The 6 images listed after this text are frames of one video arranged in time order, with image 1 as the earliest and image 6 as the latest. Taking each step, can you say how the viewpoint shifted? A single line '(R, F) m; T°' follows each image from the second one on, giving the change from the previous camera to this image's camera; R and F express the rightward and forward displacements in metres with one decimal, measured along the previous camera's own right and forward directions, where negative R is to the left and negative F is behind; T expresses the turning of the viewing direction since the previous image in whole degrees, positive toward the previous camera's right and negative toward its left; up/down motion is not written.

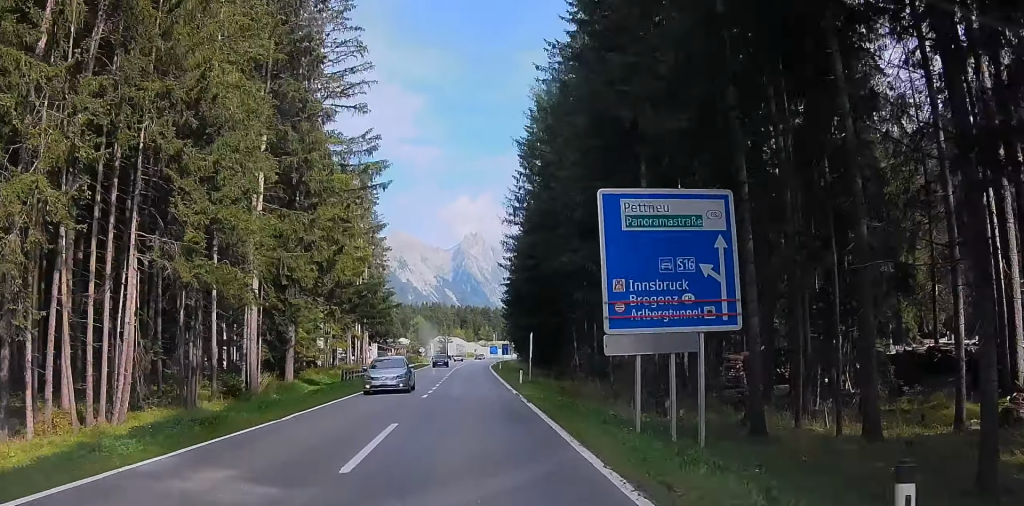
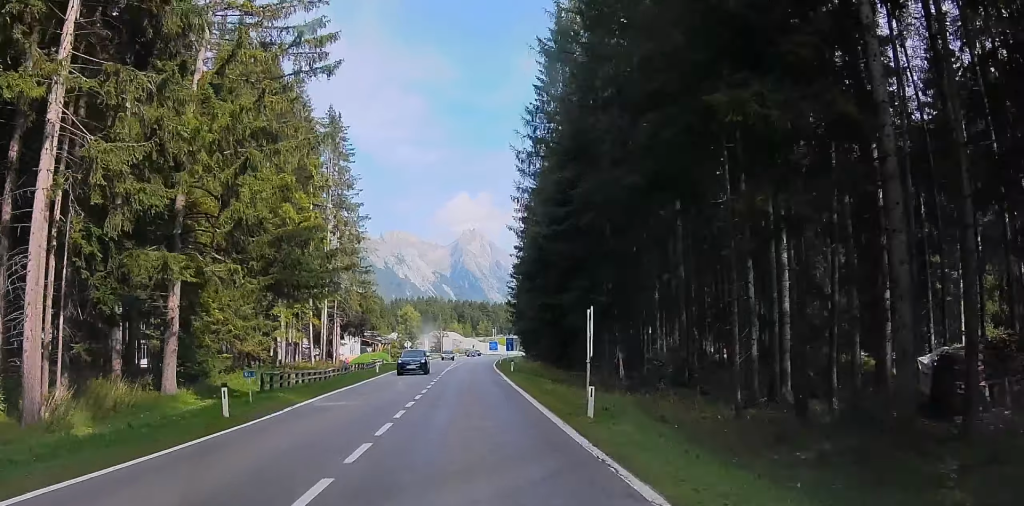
(-0.4, +21.8) m; +2°
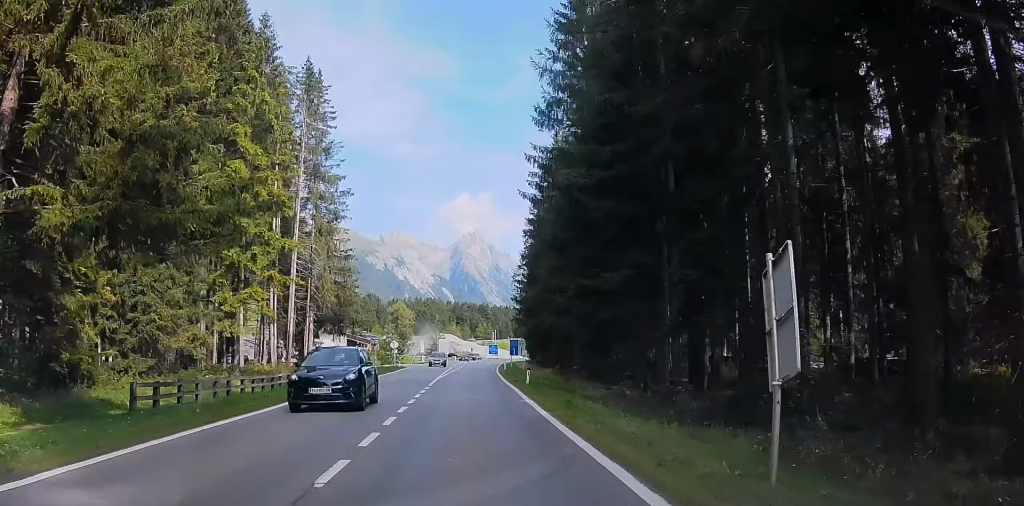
(+0.6, +14.0) m; +2°
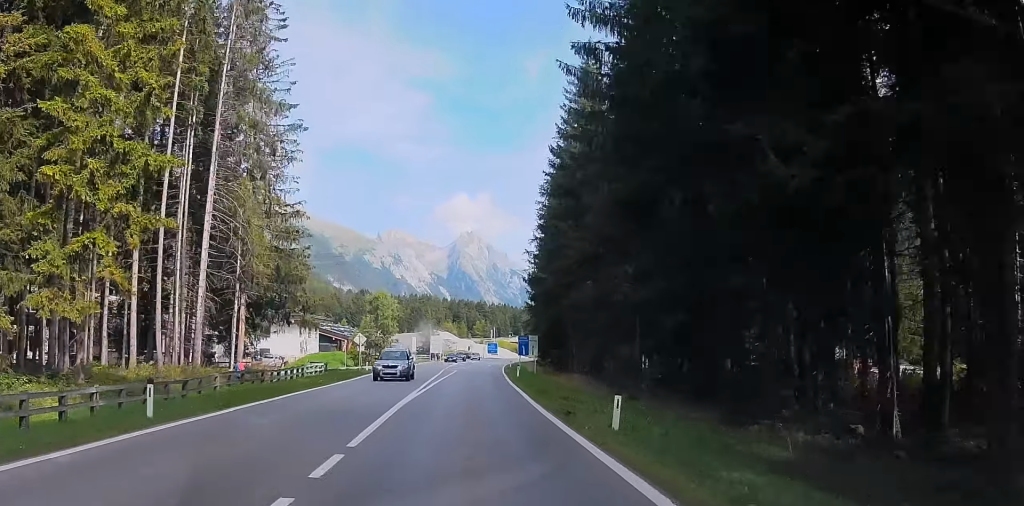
(-0.1, +21.0) m; 0°
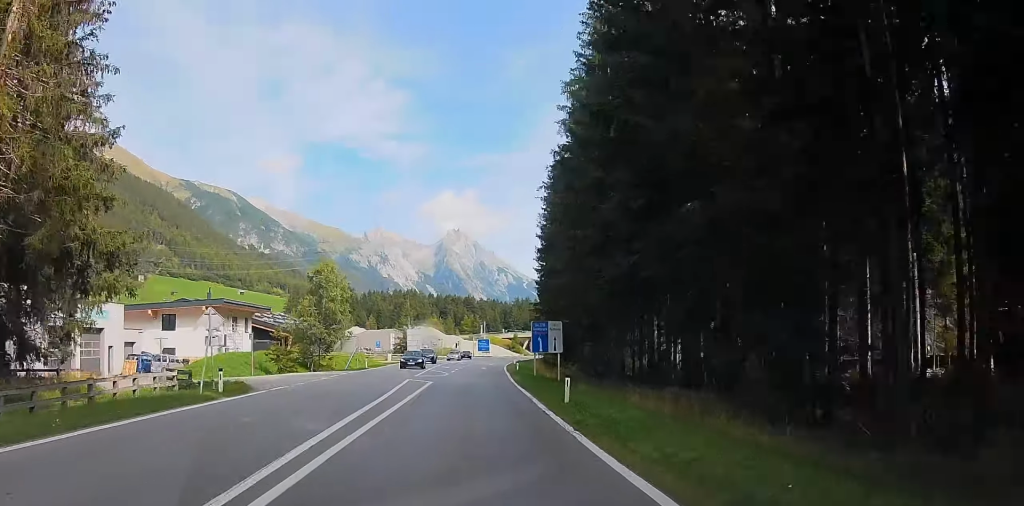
(+0.1, +27.6) m; 0°
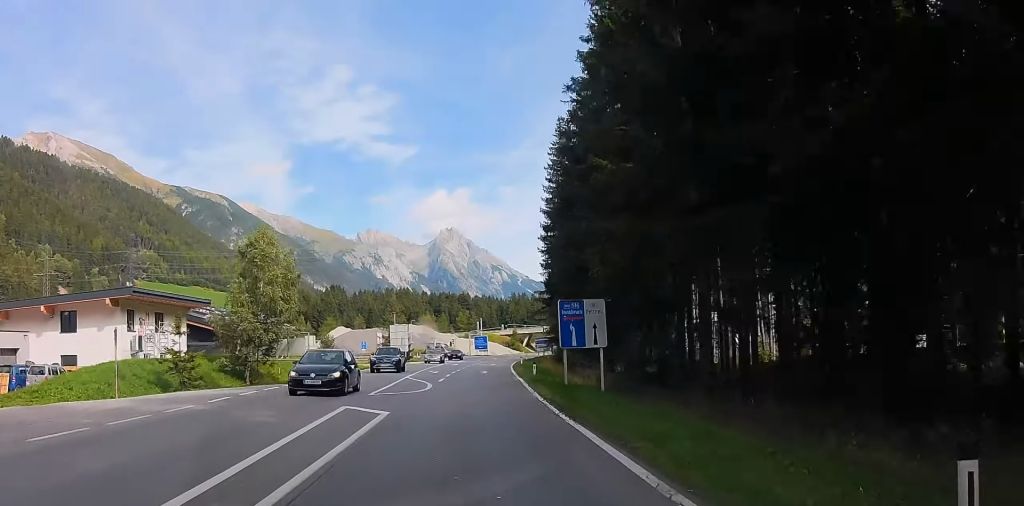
(-0.2, +16.8) m; 0°
